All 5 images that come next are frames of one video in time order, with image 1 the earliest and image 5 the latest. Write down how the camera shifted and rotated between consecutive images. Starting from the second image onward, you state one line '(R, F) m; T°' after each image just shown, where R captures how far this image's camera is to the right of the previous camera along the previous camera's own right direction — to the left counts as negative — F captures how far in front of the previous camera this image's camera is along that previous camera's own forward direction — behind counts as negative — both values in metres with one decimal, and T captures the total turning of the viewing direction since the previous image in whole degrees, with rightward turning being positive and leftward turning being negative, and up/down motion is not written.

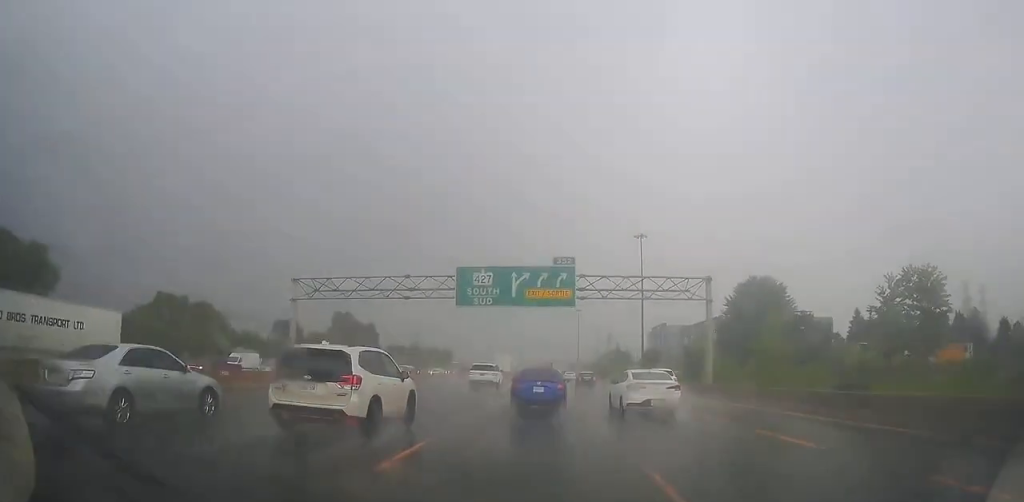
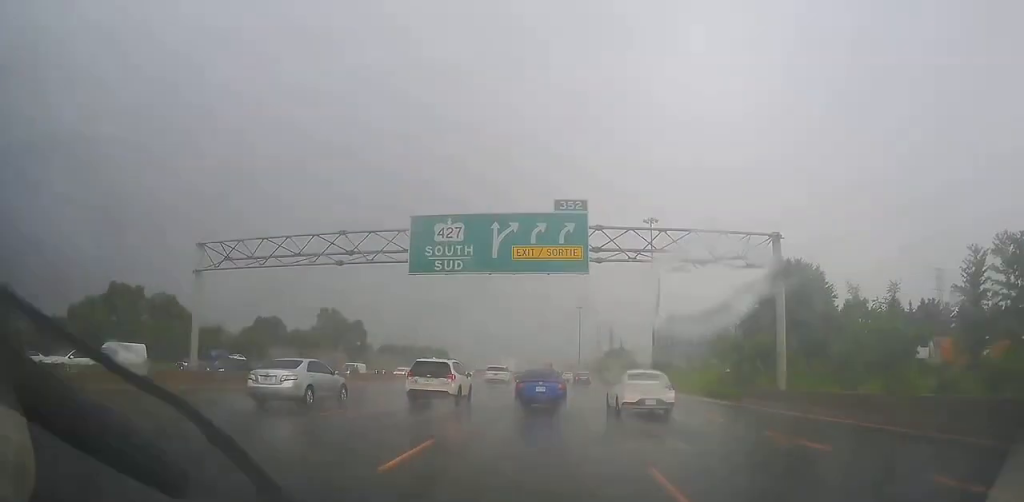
(-0.1, +12.2) m; 0°
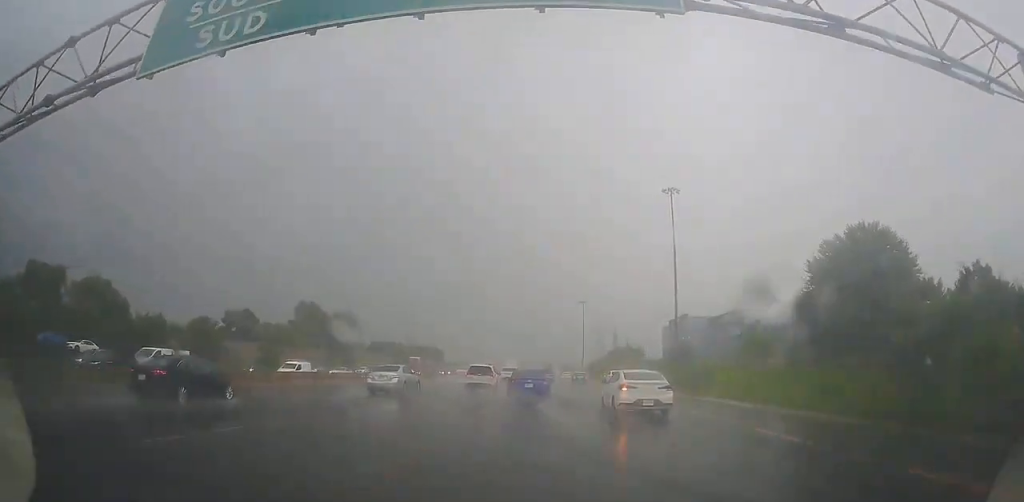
(-0.2, +18.2) m; -2°
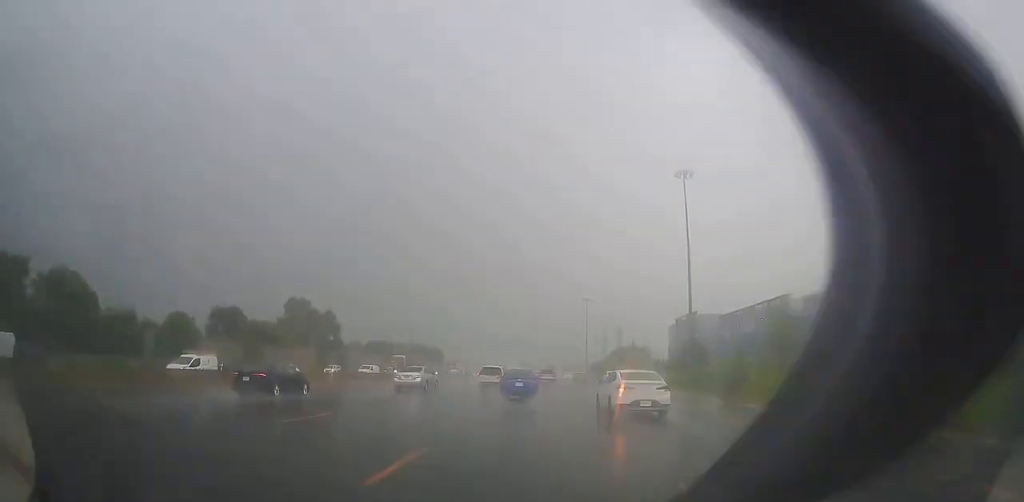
(0.0, +7.6) m; +1°
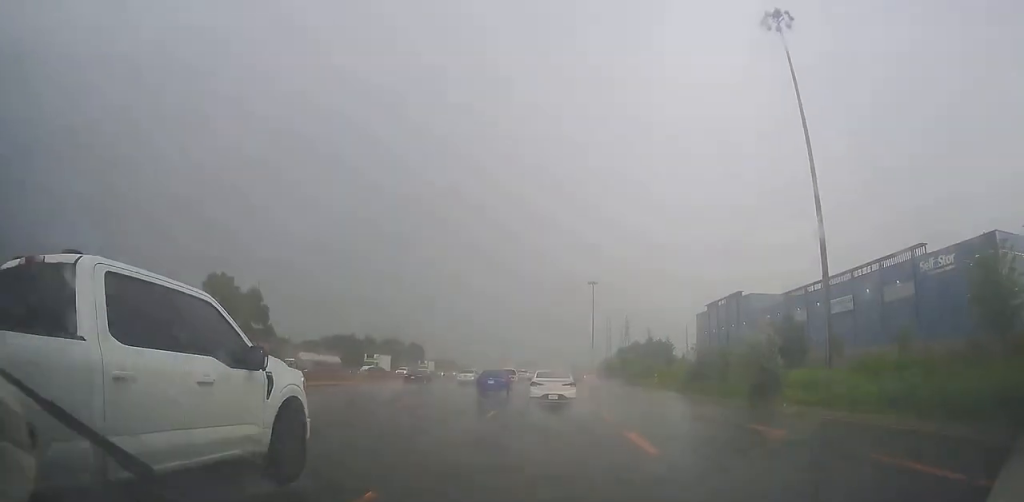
(+1.0, +39.7) m; +1°
